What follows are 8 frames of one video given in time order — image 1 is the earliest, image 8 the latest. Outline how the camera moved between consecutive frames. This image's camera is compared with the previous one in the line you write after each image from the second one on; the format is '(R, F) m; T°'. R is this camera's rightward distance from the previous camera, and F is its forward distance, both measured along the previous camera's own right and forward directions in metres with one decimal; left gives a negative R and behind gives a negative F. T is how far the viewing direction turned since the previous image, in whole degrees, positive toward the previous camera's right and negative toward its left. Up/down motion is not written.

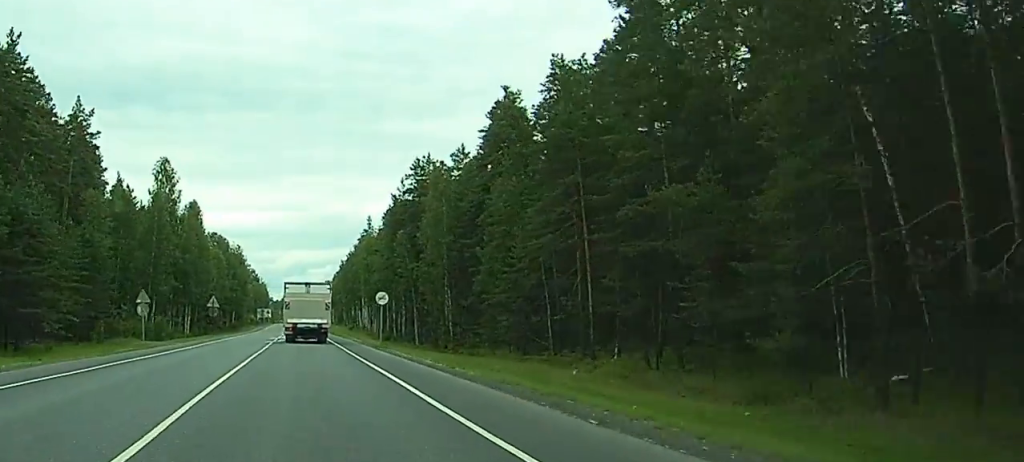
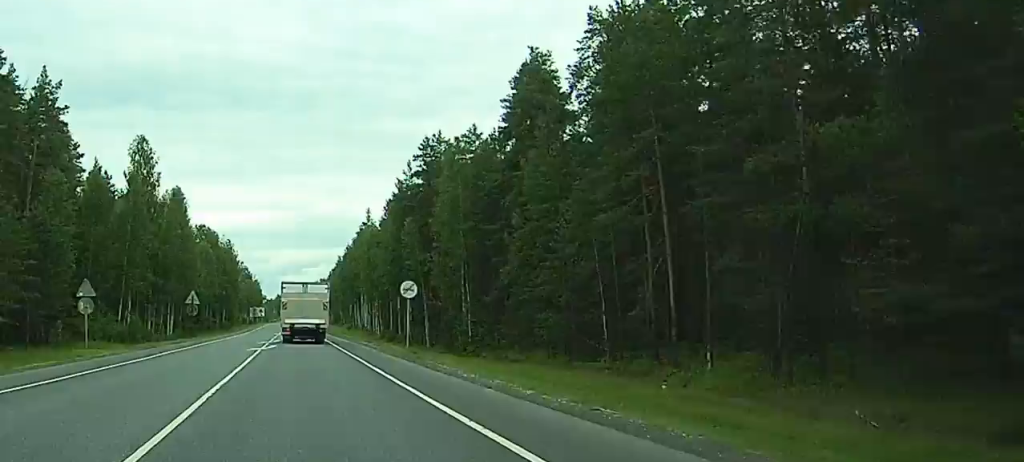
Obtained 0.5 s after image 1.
(+0.1, +13.9) m; 0°
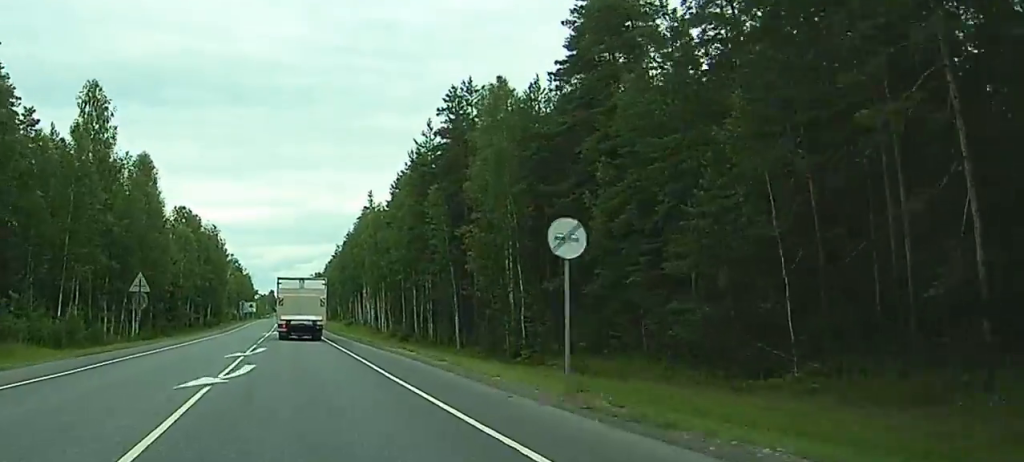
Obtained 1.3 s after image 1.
(-0.2, +23.3) m; 0°
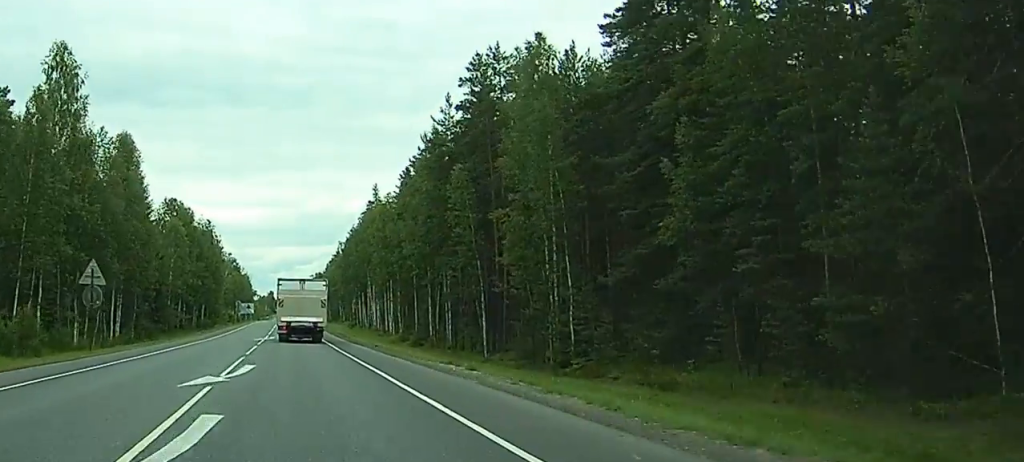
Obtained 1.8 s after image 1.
(0.0, +11.8) m; 0°
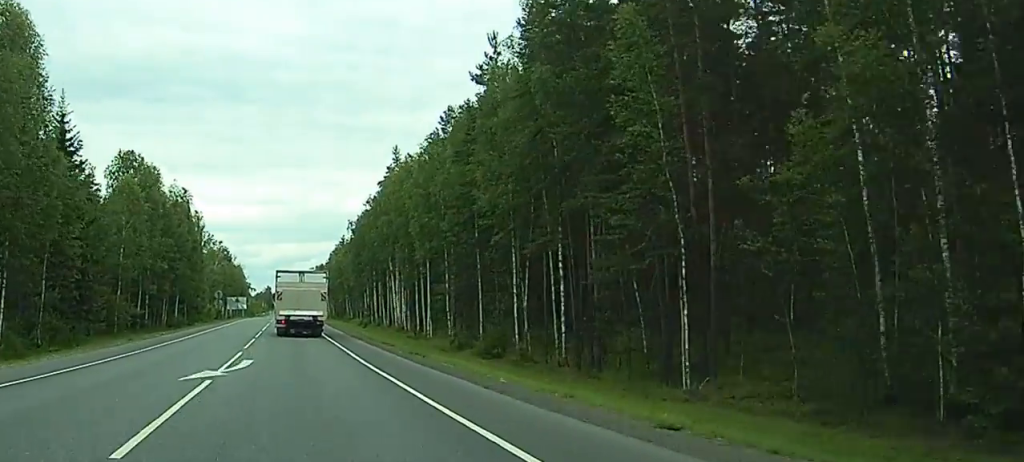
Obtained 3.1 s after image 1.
(+0.3, +36.3) m; +1°
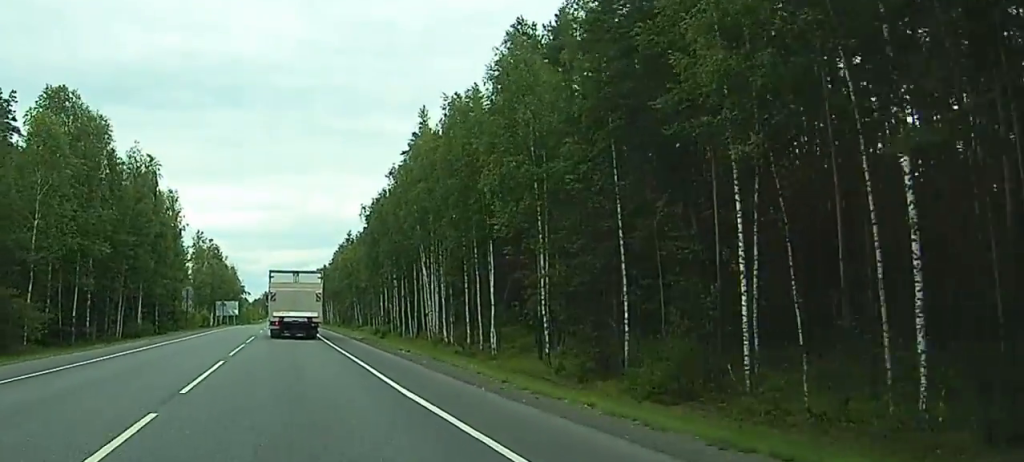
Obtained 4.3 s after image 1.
(0.0, +30.1) m; 0°
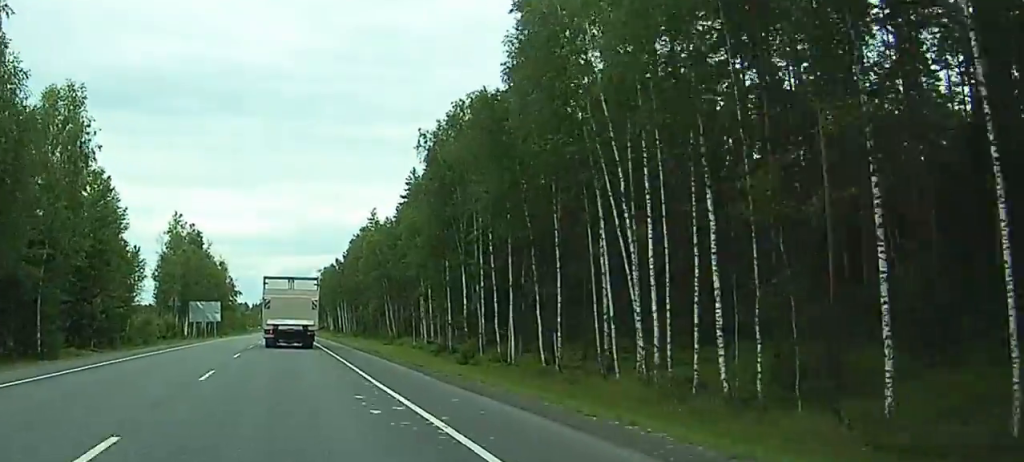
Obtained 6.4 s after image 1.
(-0.1, +54.7) m; 0°
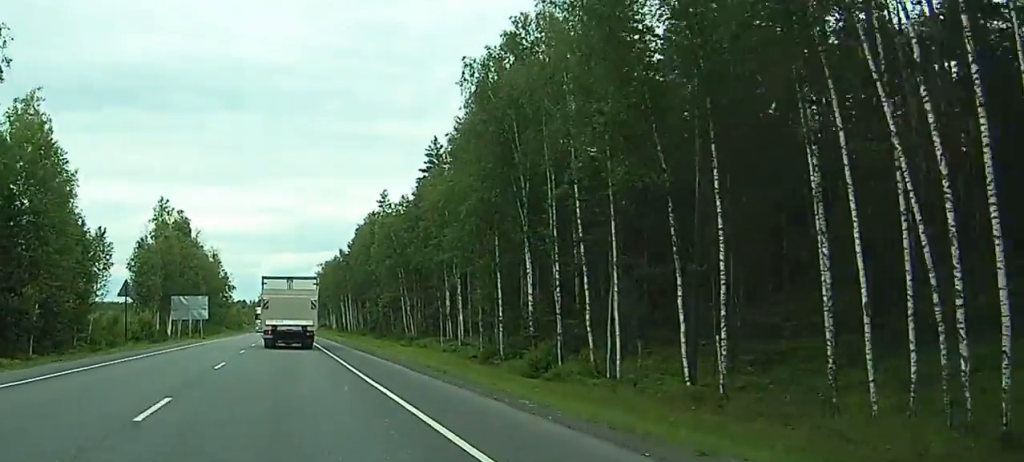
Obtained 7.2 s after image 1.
(-0.1, +19.8) m; 0°
